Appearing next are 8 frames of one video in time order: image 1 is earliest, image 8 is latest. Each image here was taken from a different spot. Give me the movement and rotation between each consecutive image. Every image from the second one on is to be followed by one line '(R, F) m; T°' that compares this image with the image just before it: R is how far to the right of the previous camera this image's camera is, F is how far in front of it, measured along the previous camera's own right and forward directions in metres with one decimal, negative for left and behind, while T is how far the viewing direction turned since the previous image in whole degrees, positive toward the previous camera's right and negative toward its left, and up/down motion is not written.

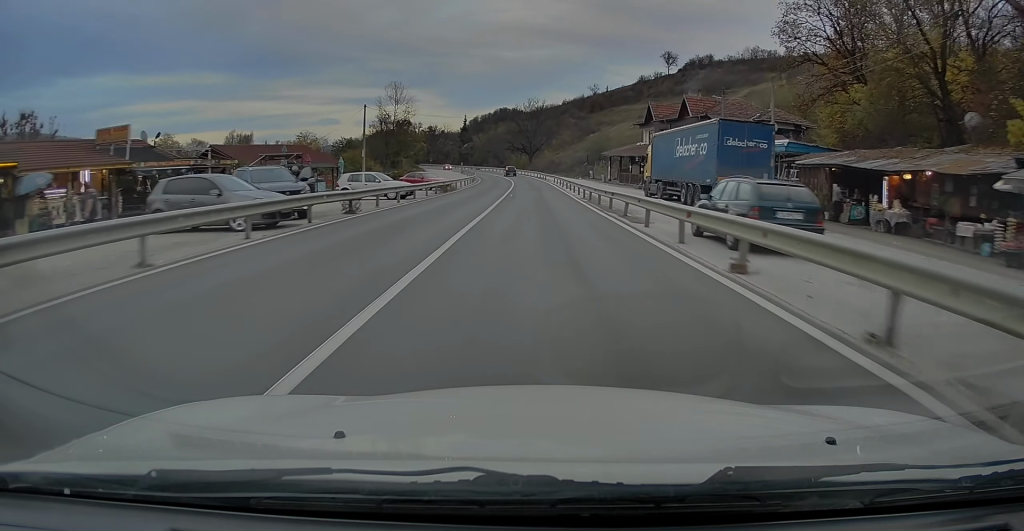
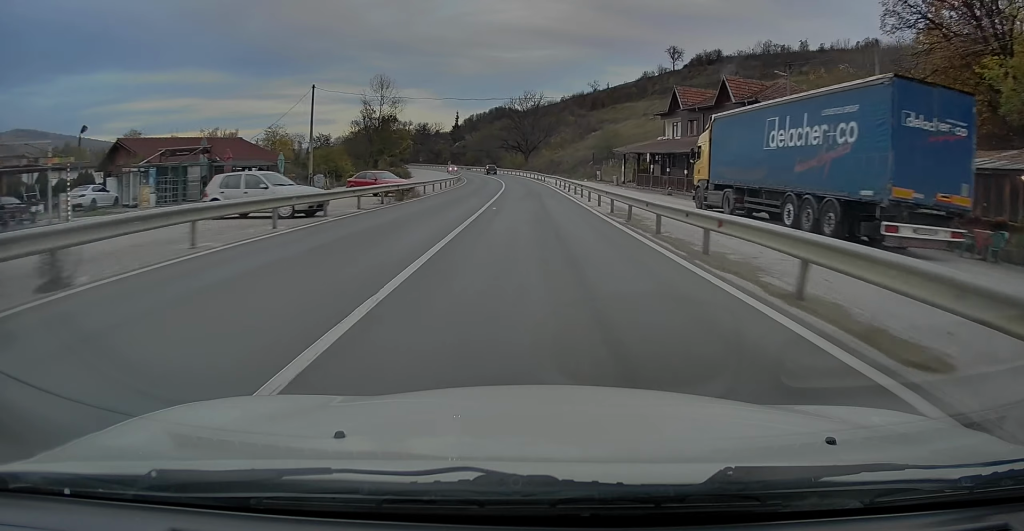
(-0.2, +14.1) m; -1°
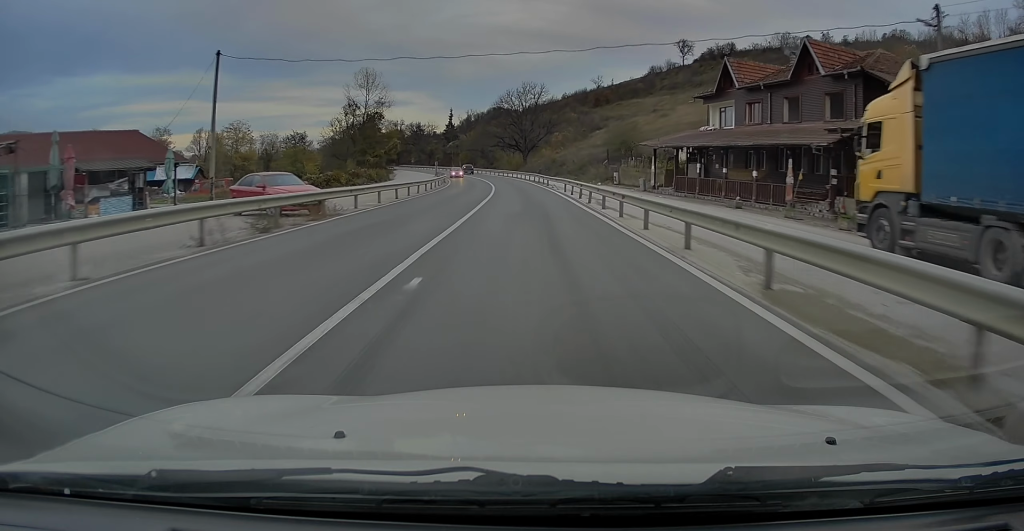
(0.0, +15.4) m; 0°
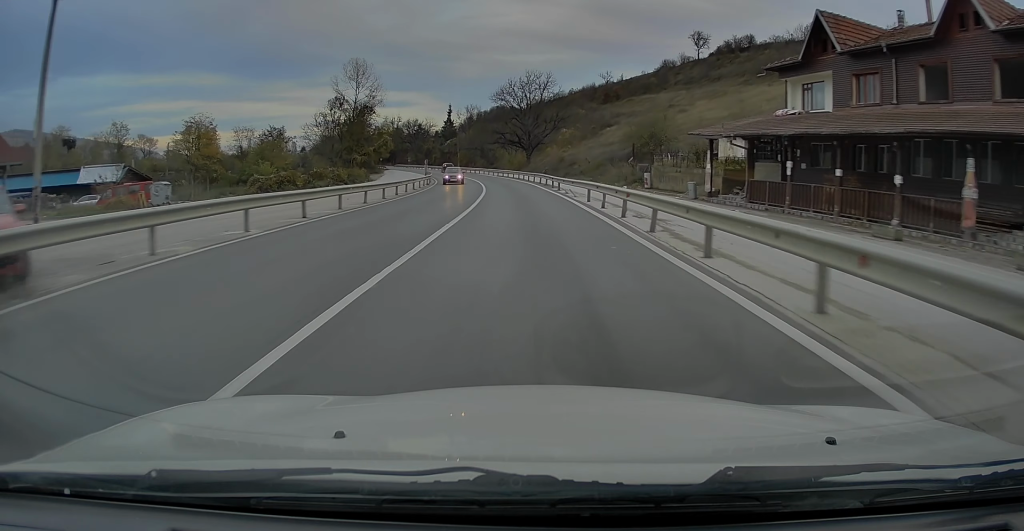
(0.0, +13.6) m; 0°
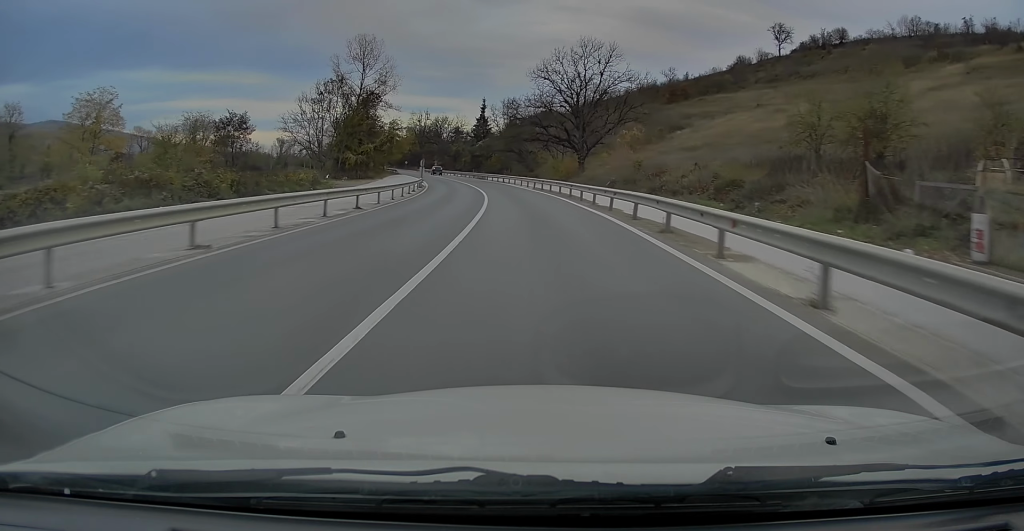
(-0.8, +31.6) m; -3°
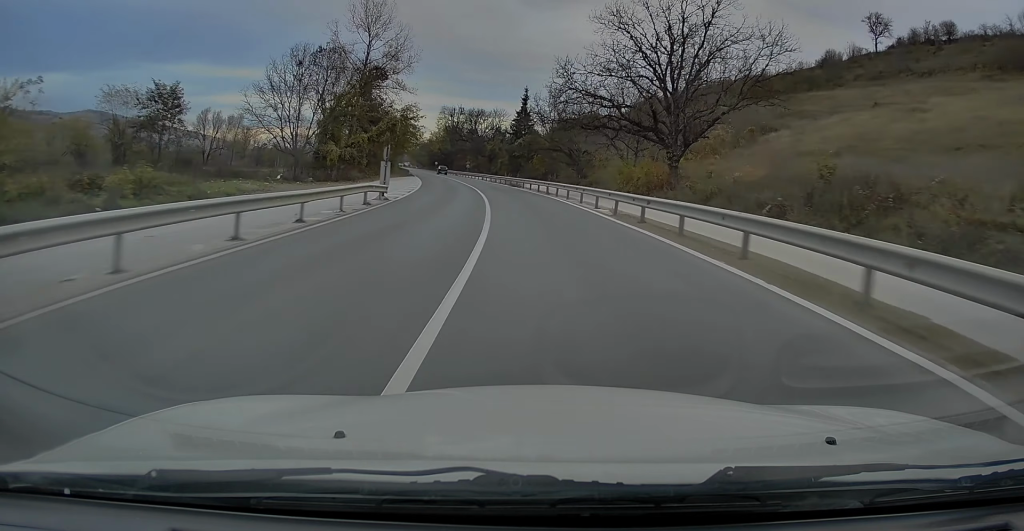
(-0.5, +27.6) m; -3°
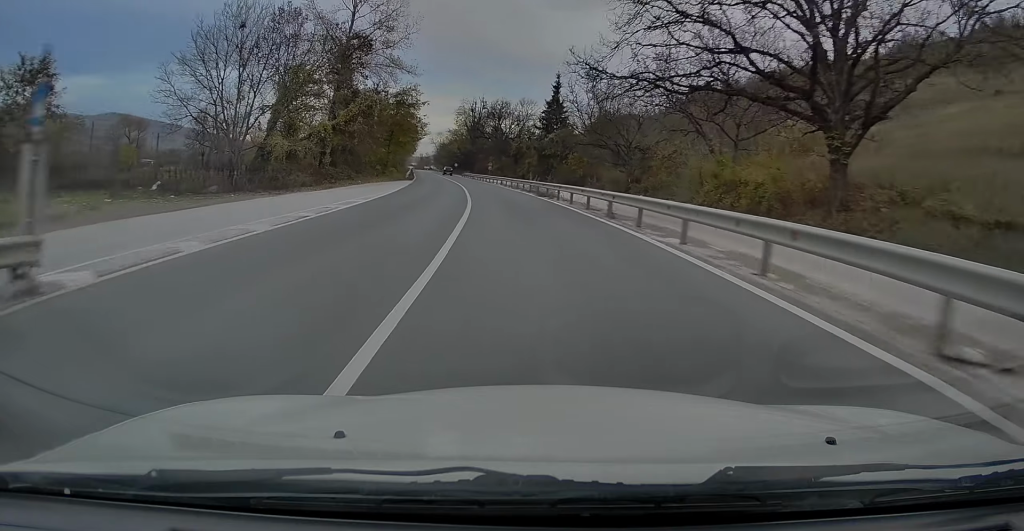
(-0.9, +21.8) m; -4°
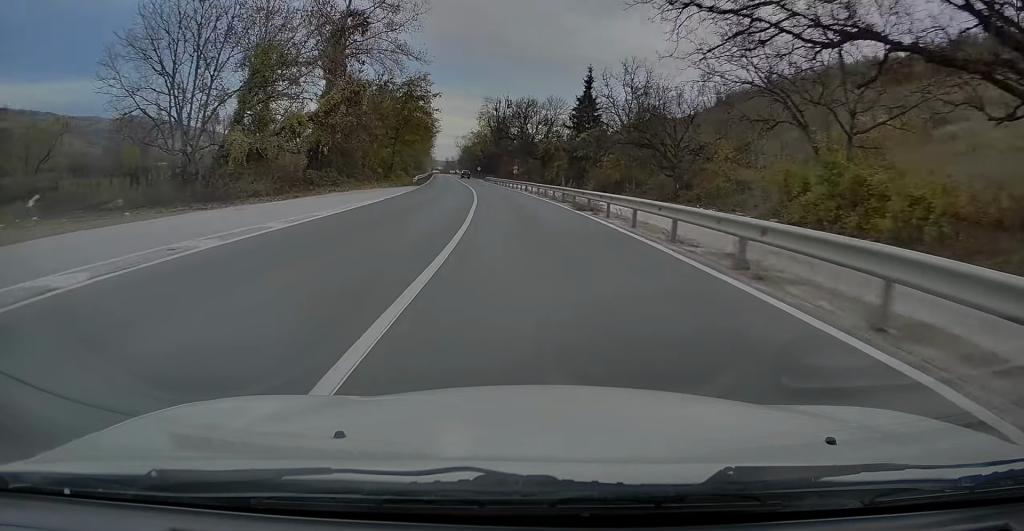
(-0.1, +11.0) m; -2°
